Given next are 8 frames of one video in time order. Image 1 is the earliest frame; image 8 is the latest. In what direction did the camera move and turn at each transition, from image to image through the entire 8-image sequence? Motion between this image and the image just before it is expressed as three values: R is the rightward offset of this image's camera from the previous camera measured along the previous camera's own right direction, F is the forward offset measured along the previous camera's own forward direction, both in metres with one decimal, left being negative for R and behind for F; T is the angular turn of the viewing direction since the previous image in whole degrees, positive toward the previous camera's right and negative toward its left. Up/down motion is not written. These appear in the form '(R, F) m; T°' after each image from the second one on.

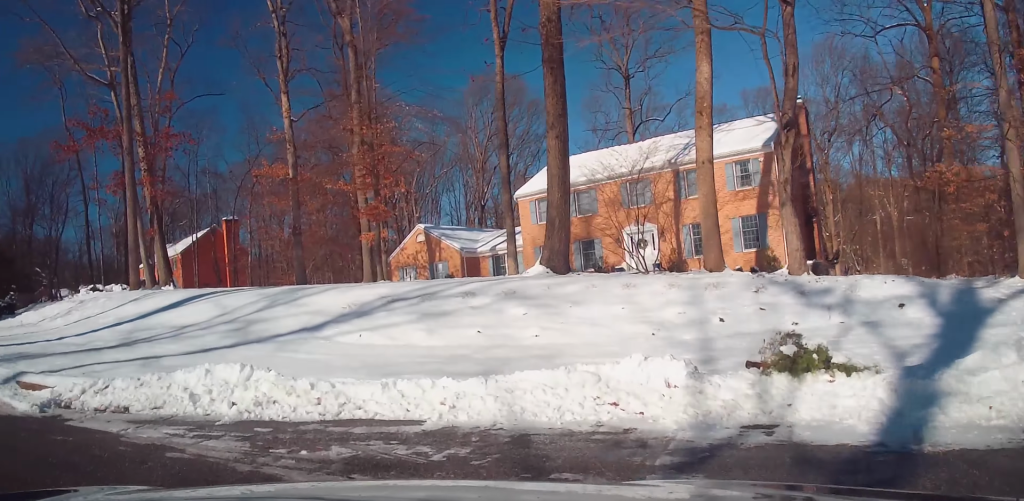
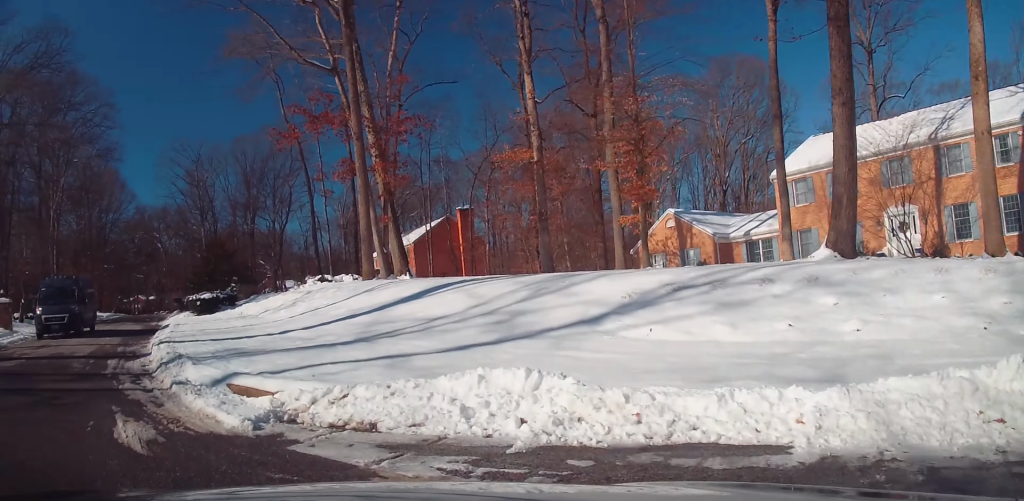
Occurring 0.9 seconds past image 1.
(-0.5, +2.2) m; -9°
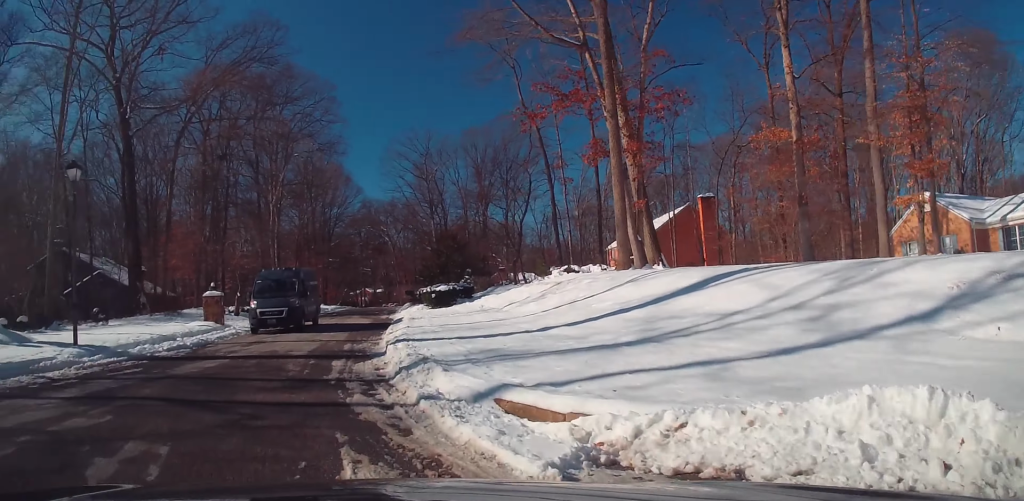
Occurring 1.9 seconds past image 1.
(-0.2, +2.3) m; -8°
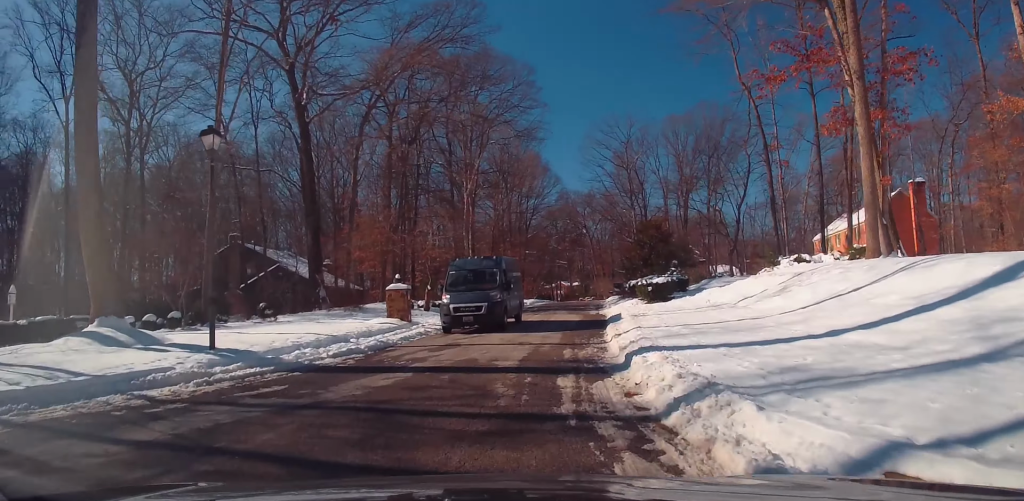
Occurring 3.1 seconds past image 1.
(-0.1, +3.8) m; -5°
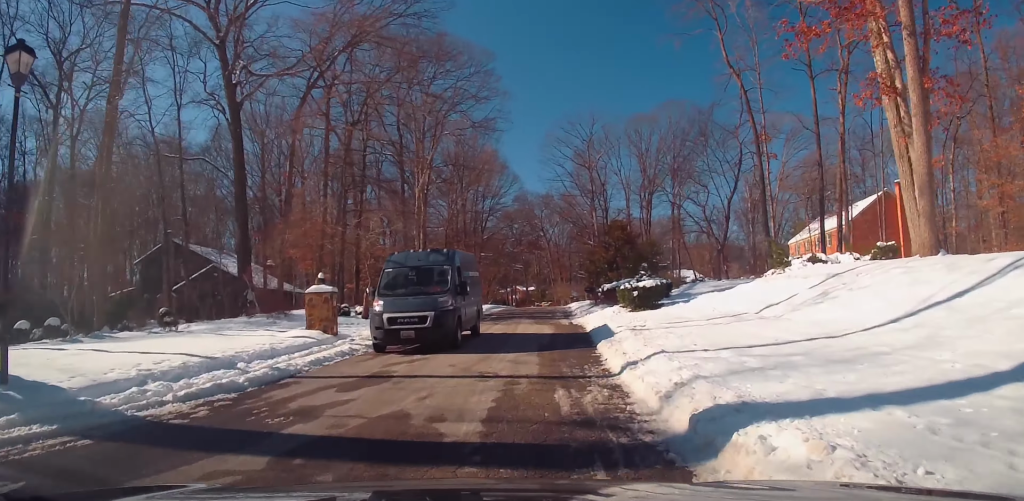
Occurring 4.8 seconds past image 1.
(-0.3, +5.5) m; -4°
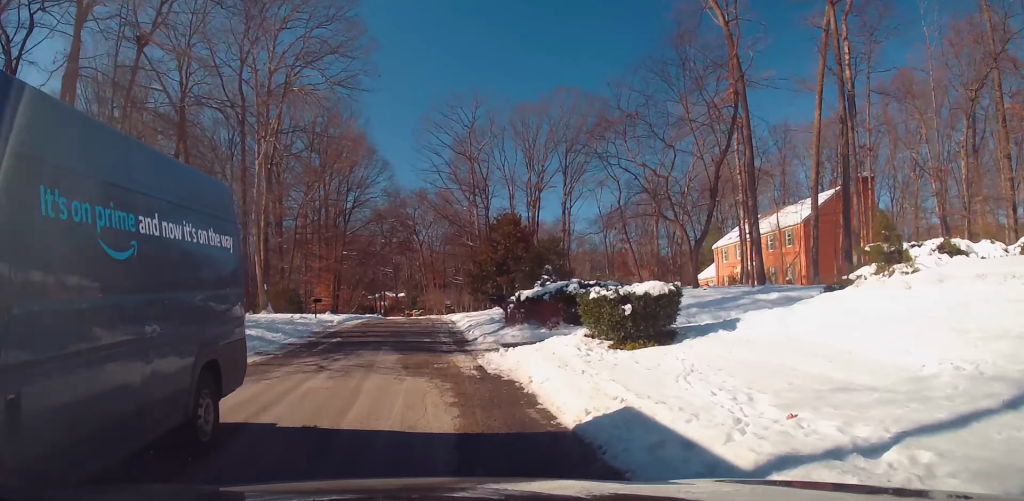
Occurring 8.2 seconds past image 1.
(+0.2, +13.2) m; +10°
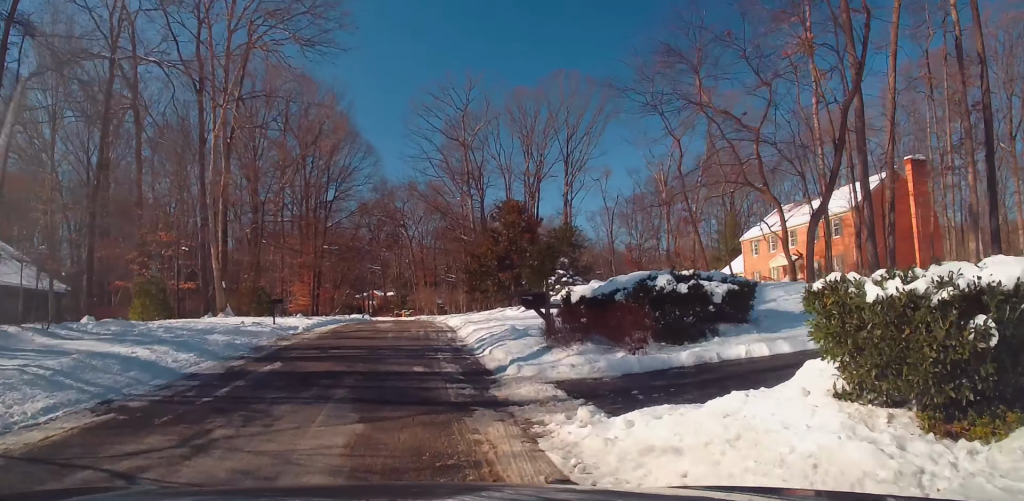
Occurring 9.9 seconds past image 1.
(+1.0, +7.4) m; +5°
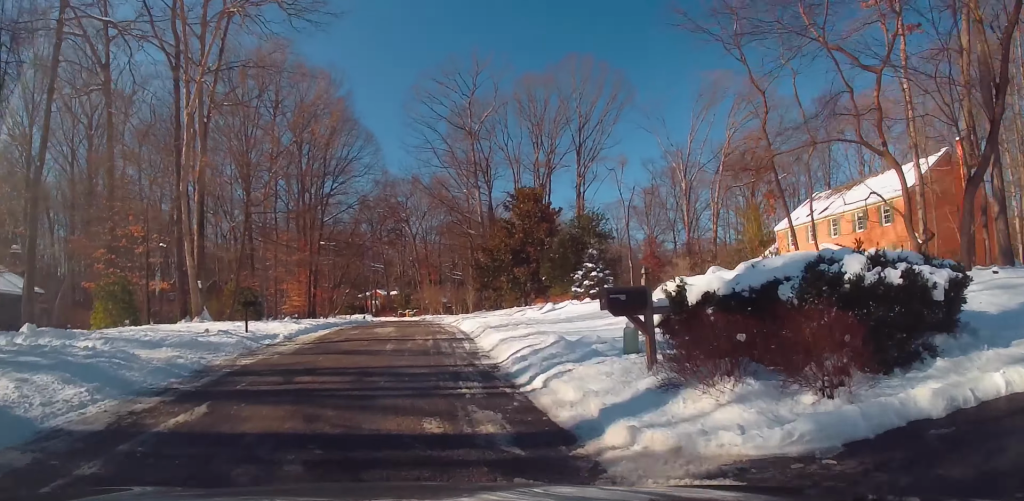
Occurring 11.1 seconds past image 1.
(-0.2, +5.1) m; -2°
